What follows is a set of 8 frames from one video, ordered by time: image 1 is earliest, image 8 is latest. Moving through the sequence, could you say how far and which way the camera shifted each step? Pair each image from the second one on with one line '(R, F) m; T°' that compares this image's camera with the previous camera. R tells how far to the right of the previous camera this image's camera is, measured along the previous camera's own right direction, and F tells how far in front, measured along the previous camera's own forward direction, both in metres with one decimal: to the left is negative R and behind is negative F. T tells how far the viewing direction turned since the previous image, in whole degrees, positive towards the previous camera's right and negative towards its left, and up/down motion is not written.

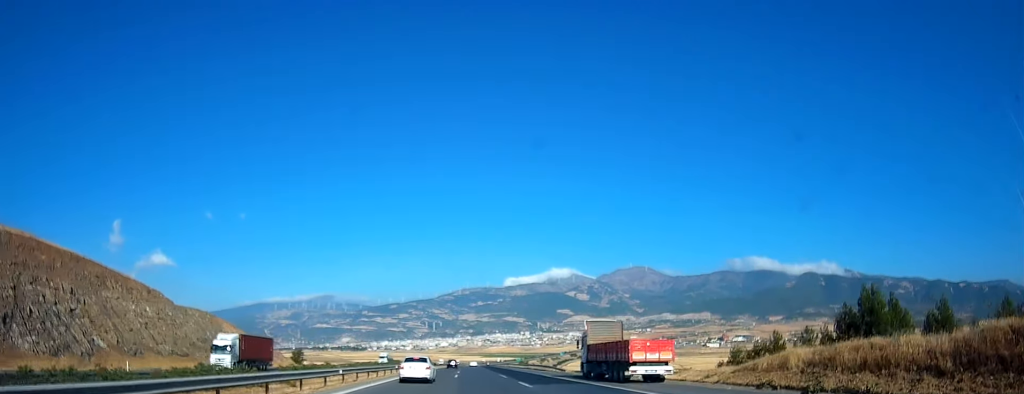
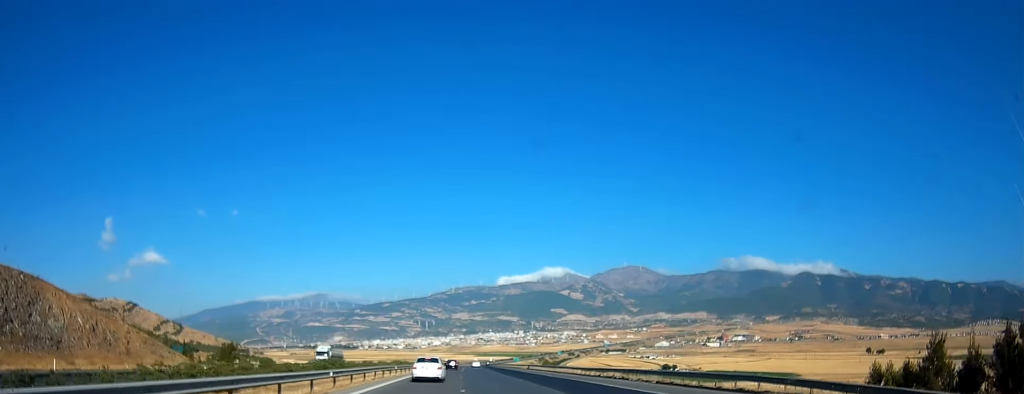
(+0.7, +52.4) m; +2°
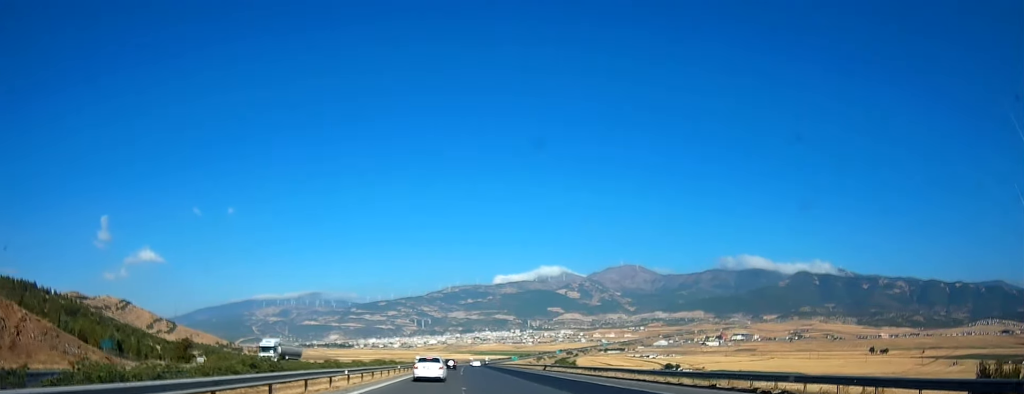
(+0.3, +21.2) m; 0°
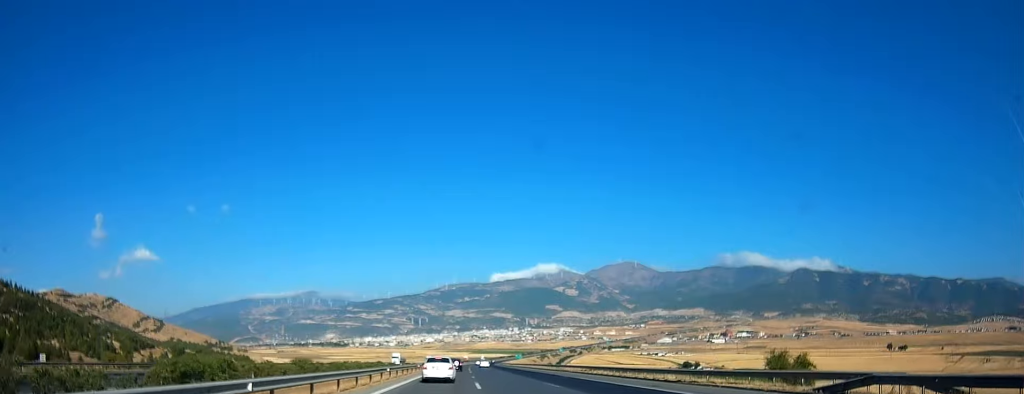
(-0.1, +61.9) m; -1°
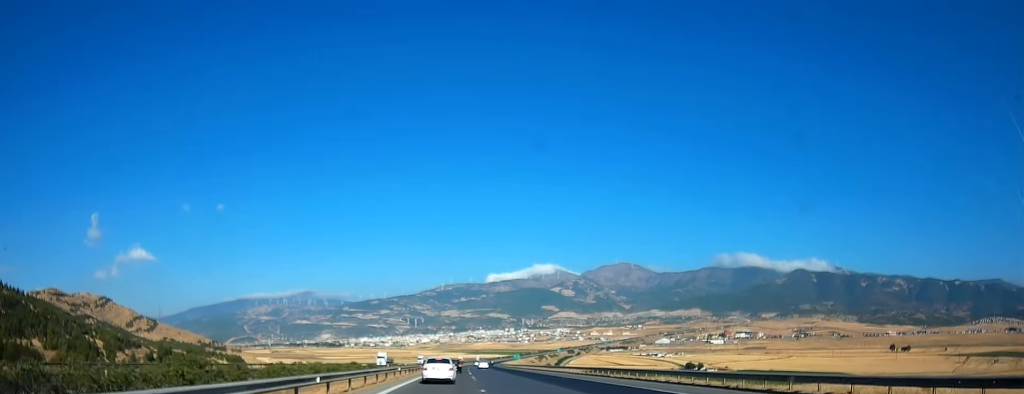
(-0.3, +17.9) m; 0°
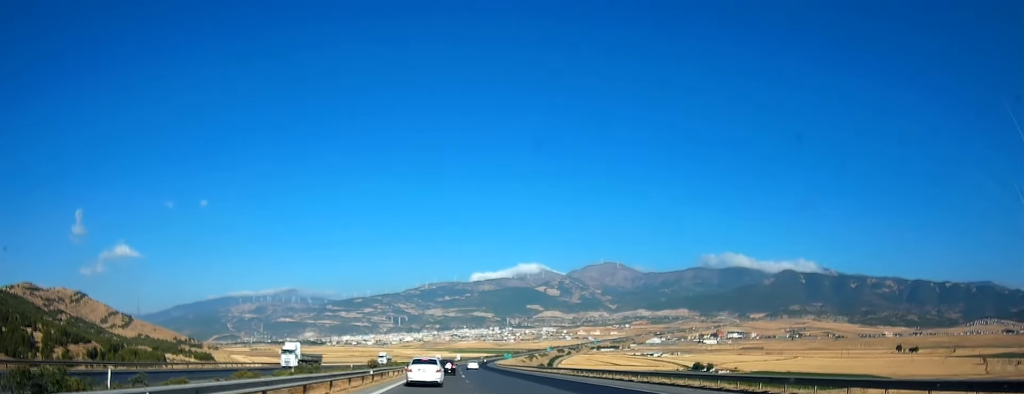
(+1.2, +58.5) m; +2°
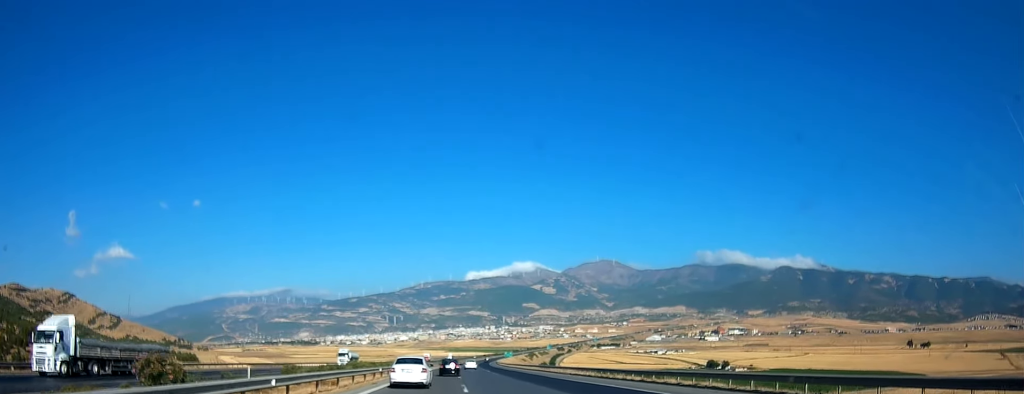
(+0.4, +40.2) m; 0°
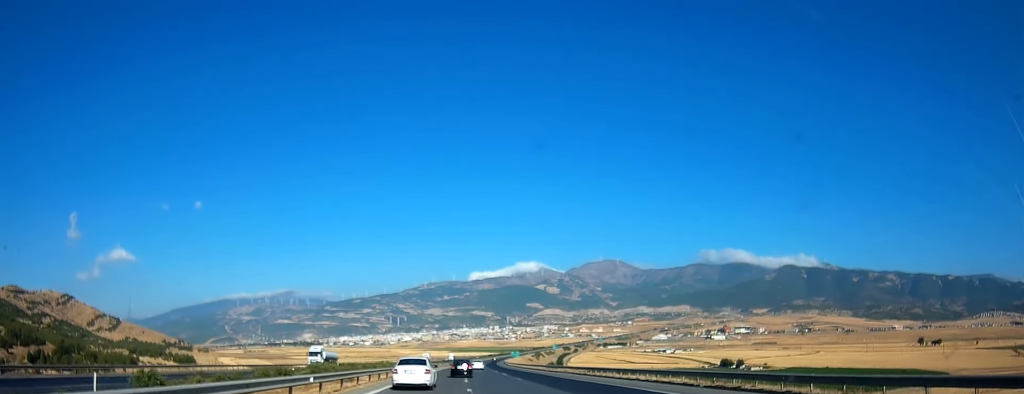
(0.0, +20.0) m; 0°
